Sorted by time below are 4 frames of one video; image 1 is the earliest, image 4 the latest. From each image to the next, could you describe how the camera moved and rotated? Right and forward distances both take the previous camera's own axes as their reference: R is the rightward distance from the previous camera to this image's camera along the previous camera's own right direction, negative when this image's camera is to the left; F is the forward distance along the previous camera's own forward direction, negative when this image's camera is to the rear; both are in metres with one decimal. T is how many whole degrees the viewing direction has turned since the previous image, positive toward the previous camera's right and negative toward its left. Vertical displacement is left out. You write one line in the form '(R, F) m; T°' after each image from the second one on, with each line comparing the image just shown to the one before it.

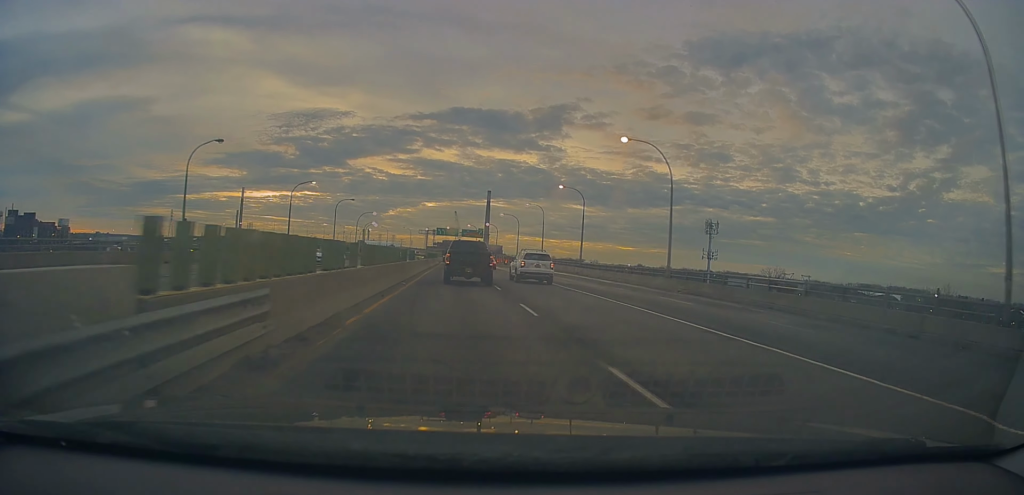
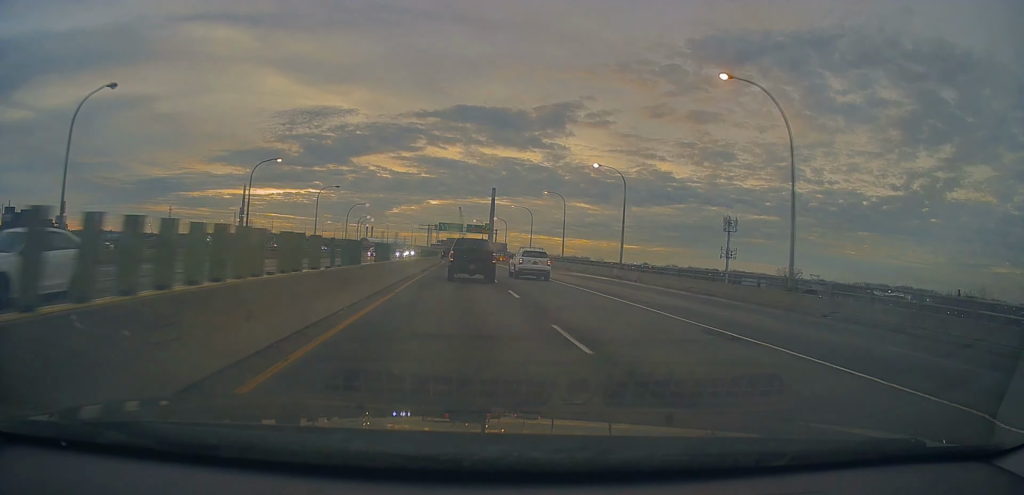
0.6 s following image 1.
(+0.4, +15.0) m; 0°
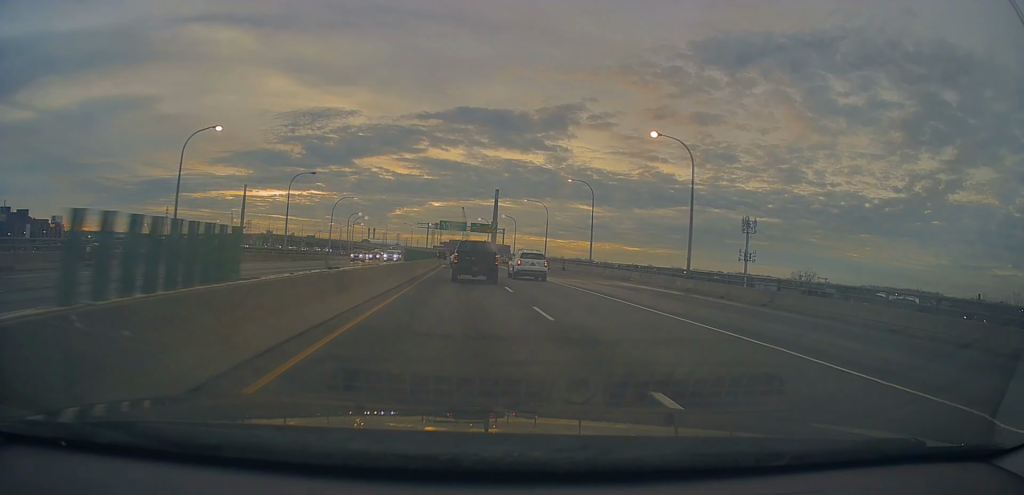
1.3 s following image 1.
(-0.2, +14.9) m; 0°
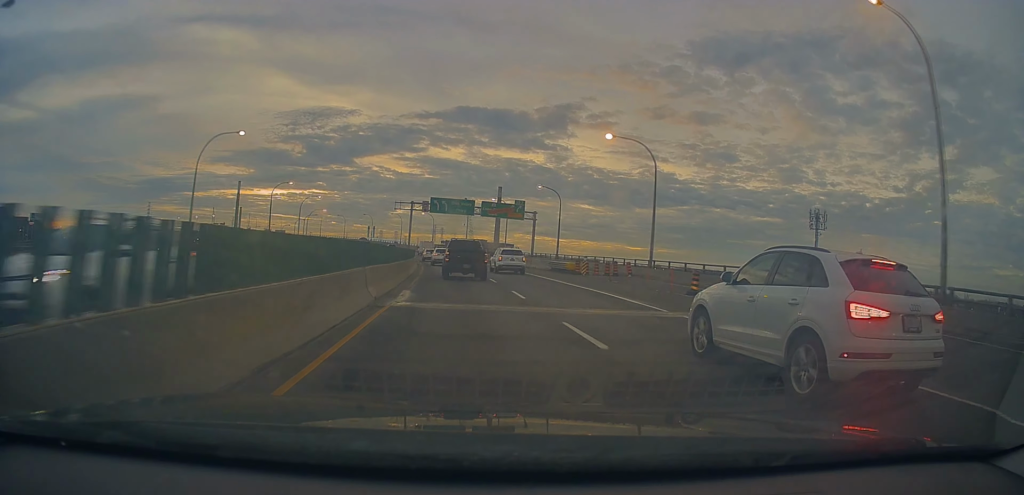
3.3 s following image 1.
(-0.1, +48.9) m; -1°
